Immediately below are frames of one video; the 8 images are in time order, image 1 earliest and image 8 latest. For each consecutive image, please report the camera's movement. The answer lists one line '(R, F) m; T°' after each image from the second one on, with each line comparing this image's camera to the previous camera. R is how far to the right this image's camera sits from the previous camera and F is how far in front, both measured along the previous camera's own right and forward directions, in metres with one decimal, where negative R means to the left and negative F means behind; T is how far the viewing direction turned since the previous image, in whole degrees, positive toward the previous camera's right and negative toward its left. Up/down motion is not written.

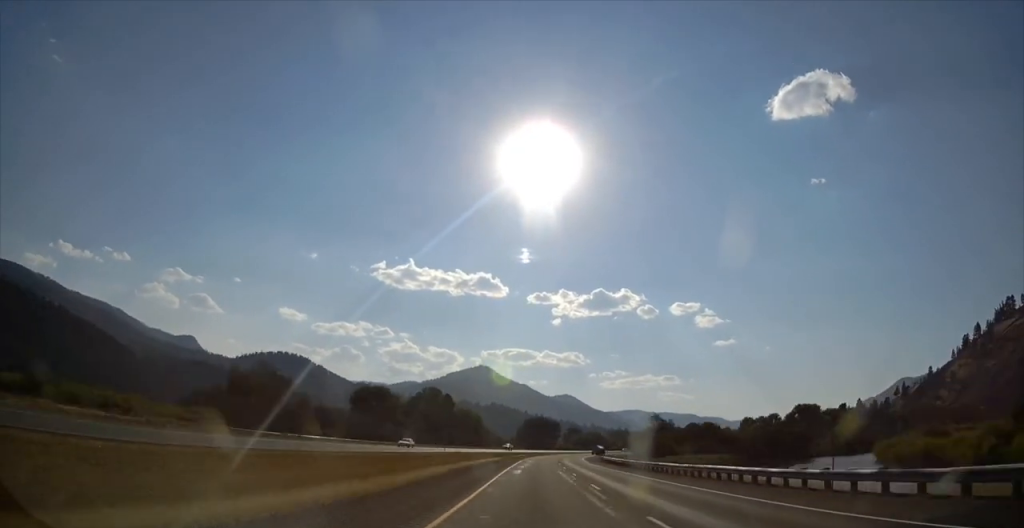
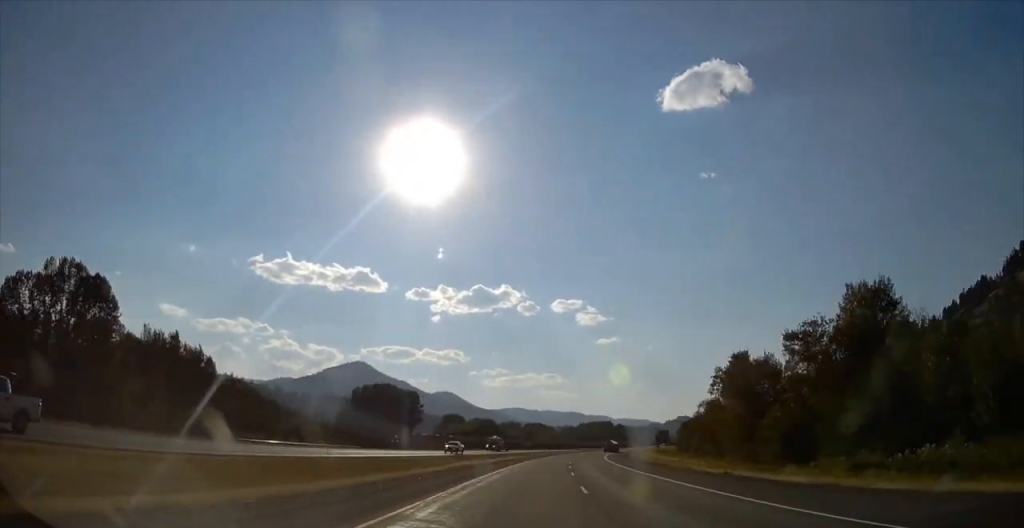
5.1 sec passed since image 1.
(+7.9, +198.0) m; +7°
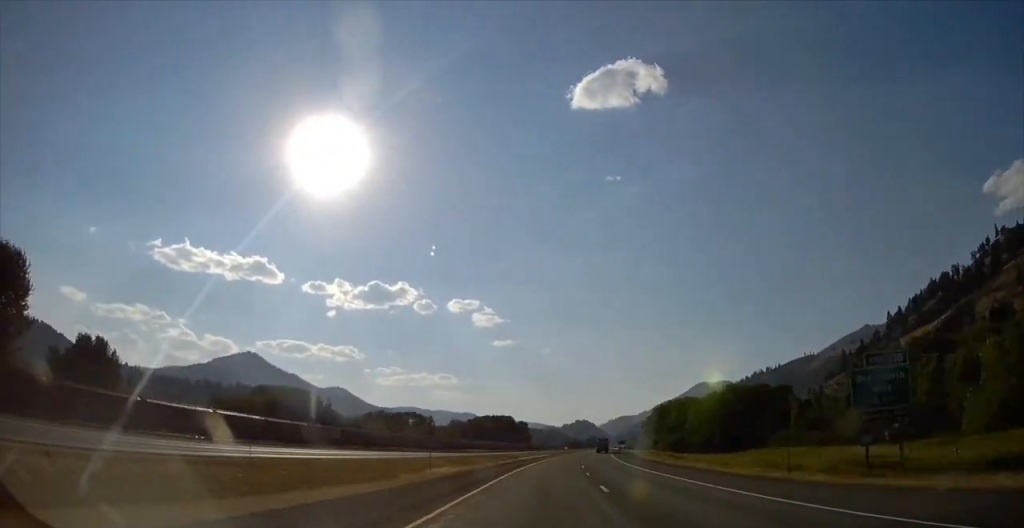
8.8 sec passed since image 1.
(+15.2, +145.1) m; +5°
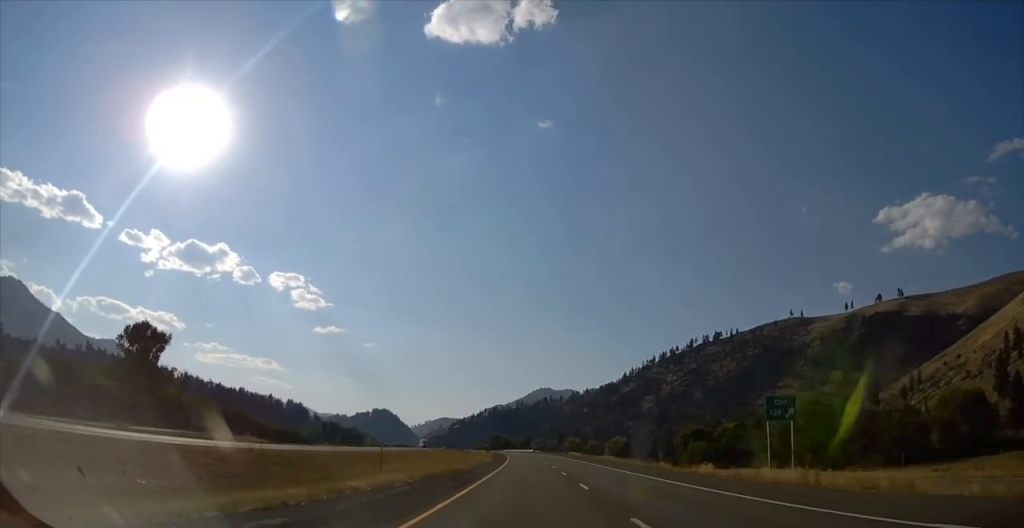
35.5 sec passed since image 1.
(+153.2, +1033.9) m; +9°
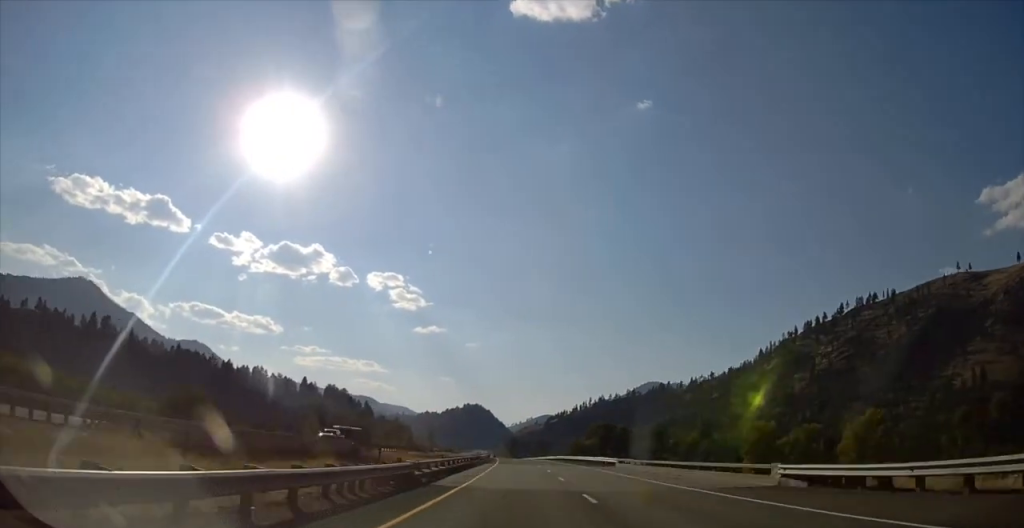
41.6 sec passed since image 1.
(-18.1, +253.0) m; -5°
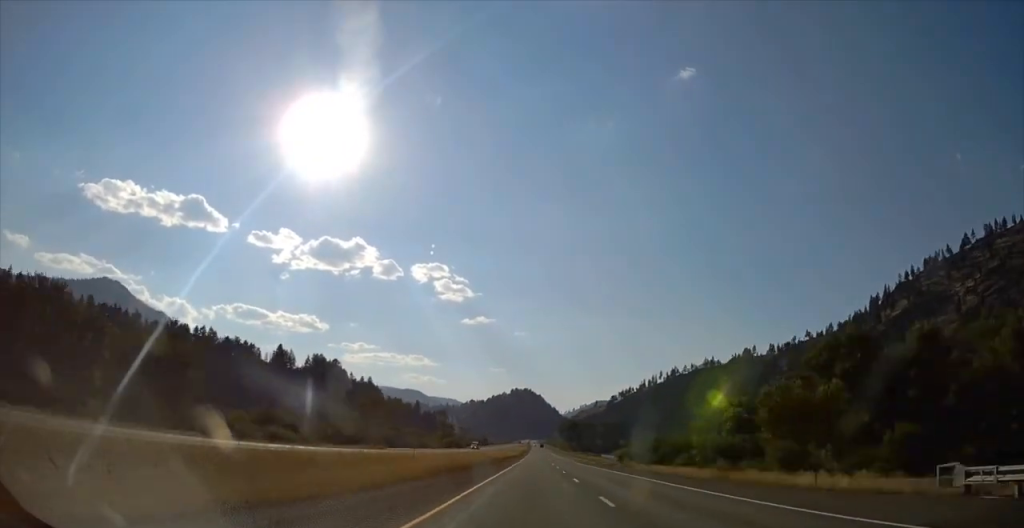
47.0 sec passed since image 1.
(-8.8, +246.7) m; -2°
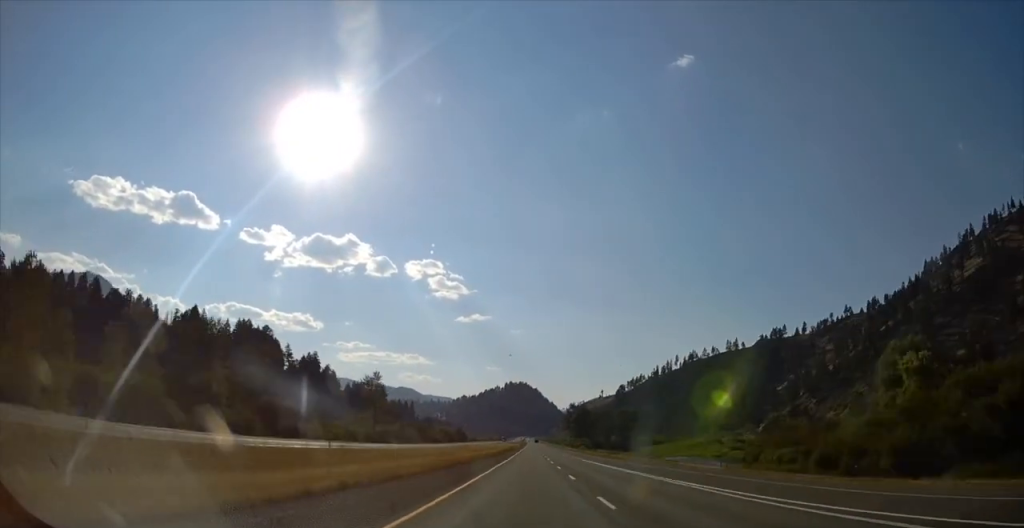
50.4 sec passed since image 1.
(-2.5, +167.2) m; -1°
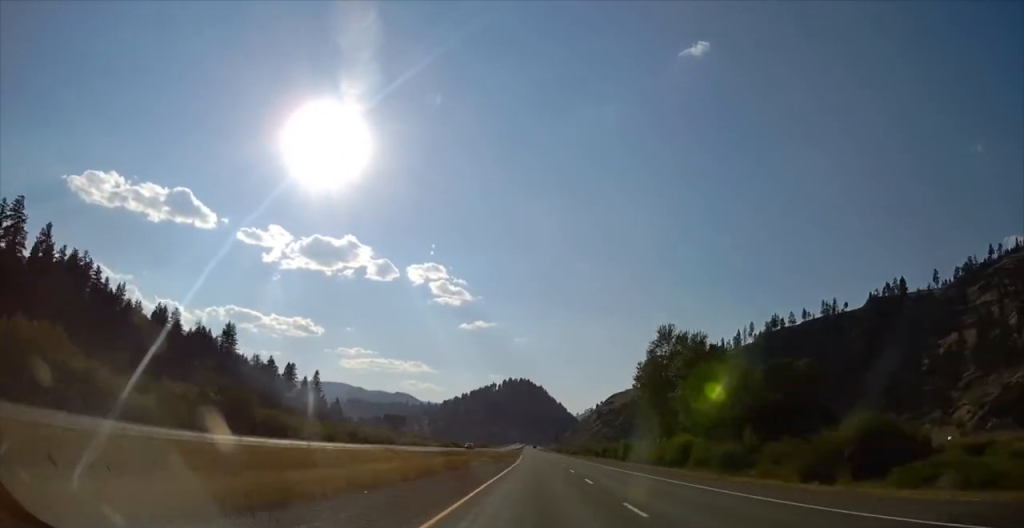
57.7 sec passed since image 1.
(-2.3, +410.4) m; +2°
